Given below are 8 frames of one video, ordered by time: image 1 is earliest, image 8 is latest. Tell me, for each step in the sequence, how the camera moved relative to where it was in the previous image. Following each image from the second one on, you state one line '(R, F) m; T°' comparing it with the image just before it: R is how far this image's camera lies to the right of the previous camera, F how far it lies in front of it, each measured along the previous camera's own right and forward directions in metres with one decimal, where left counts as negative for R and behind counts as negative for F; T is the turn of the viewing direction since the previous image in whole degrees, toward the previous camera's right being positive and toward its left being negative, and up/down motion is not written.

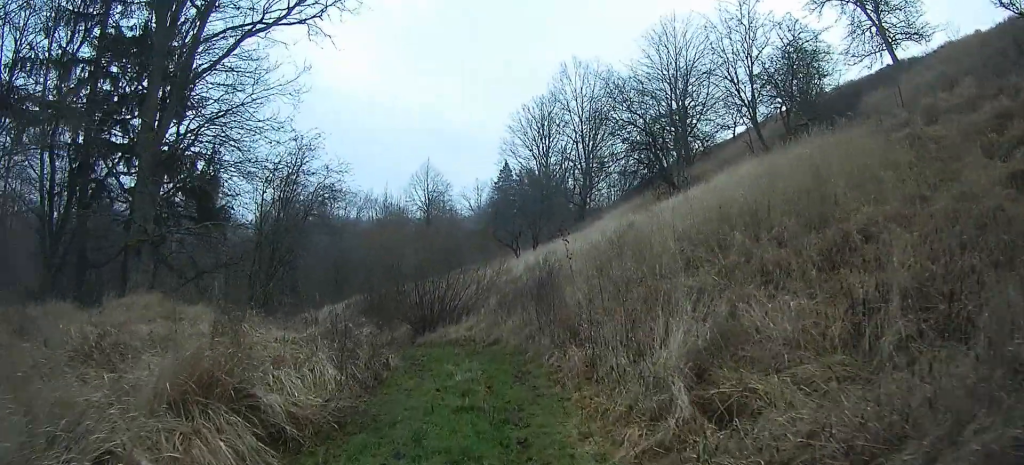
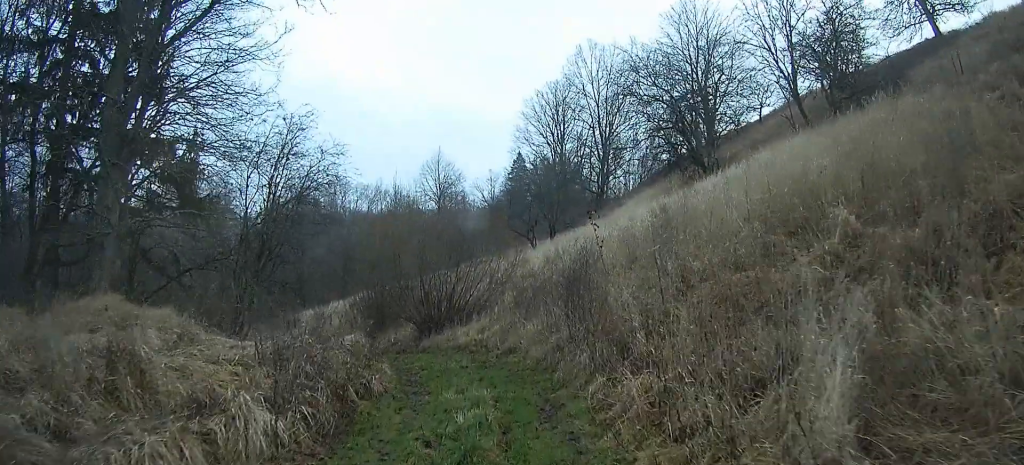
(0.0, +2.3) m; 0°
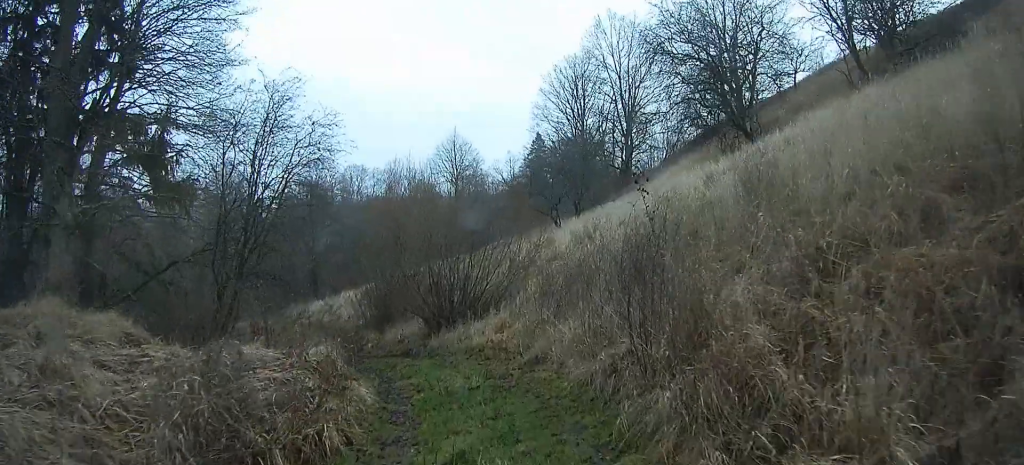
(0.0, +2.7) m; 0°
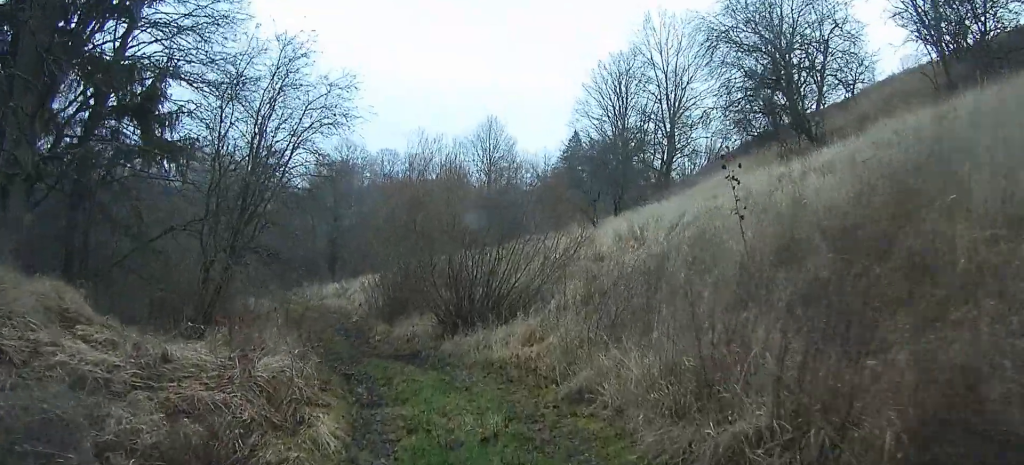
(0.0, +2.4) m; +5°
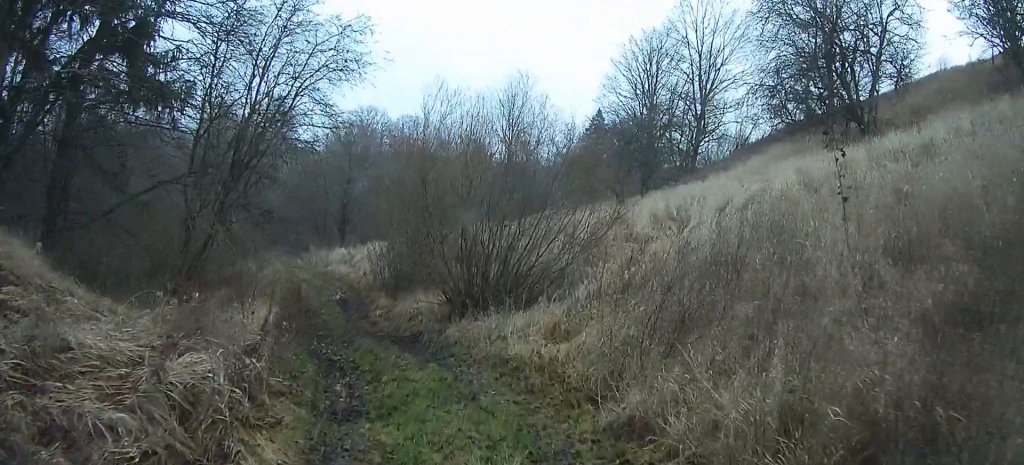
(0.0, +1.7) m; +5°
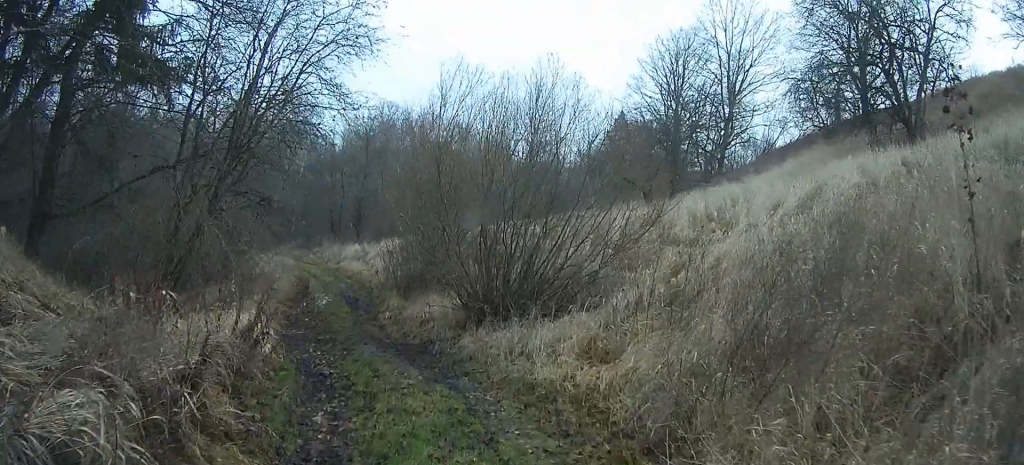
(+0.4, +1.3) m; -8°
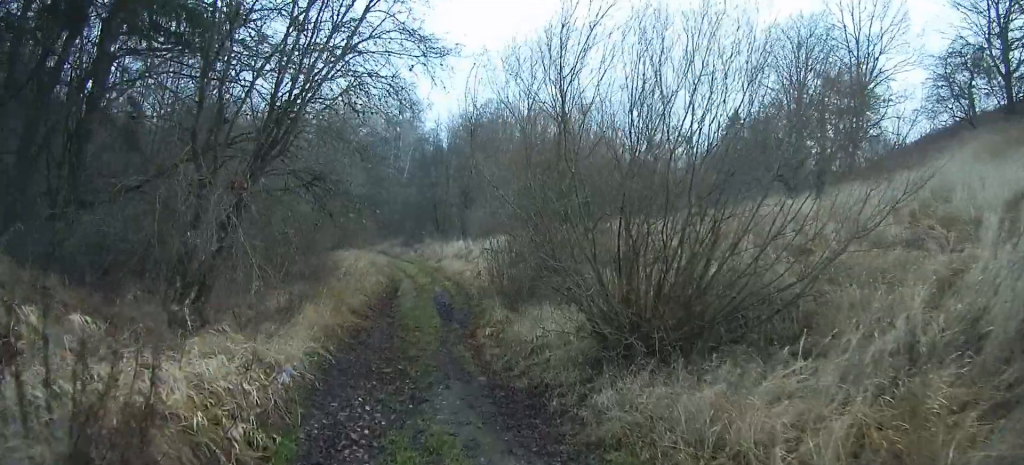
(-1.5, +3.4) m; -28°
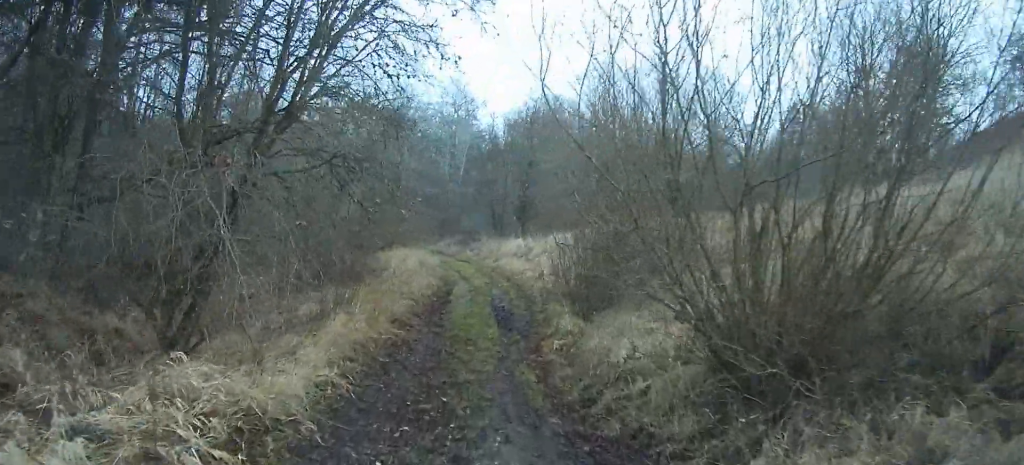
(0.0, +1.3) m; -4°
